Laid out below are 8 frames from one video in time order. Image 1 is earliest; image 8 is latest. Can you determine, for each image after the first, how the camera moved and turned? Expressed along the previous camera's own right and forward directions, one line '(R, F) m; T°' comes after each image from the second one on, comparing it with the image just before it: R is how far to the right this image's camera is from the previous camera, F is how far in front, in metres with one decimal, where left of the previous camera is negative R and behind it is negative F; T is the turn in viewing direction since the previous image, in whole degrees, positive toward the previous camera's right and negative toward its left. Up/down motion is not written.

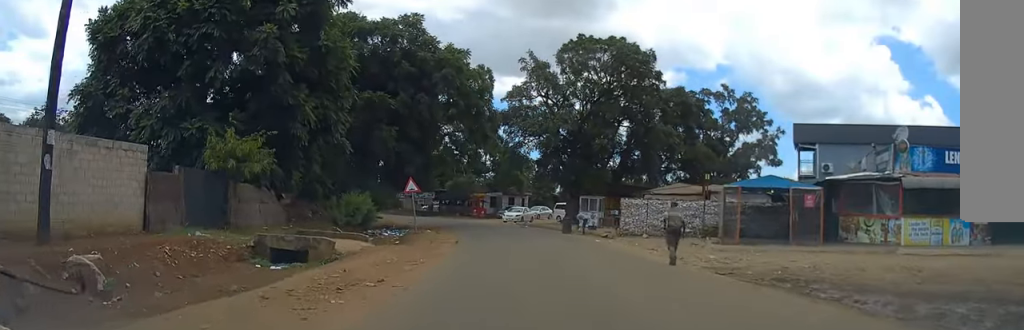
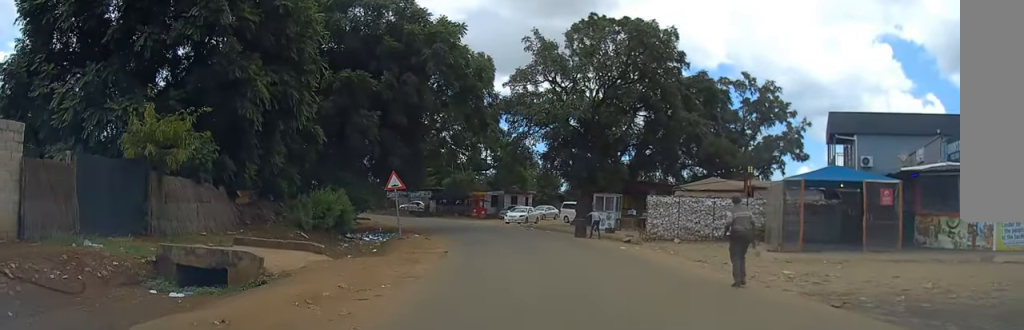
(0.0, +5.8) m; 0°
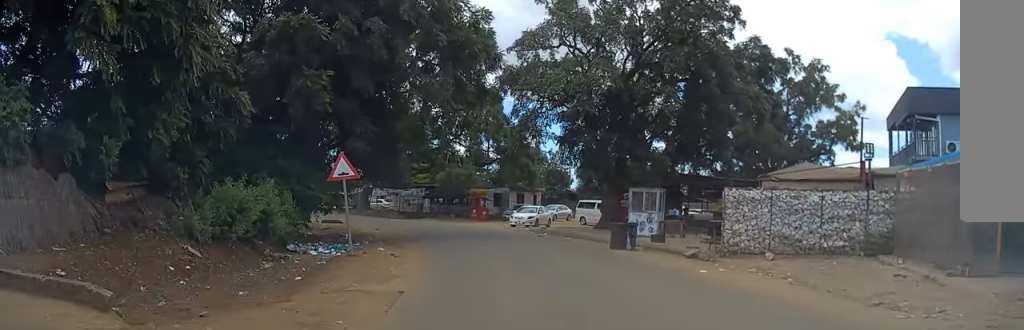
(0.0, +9.6) m; -1°
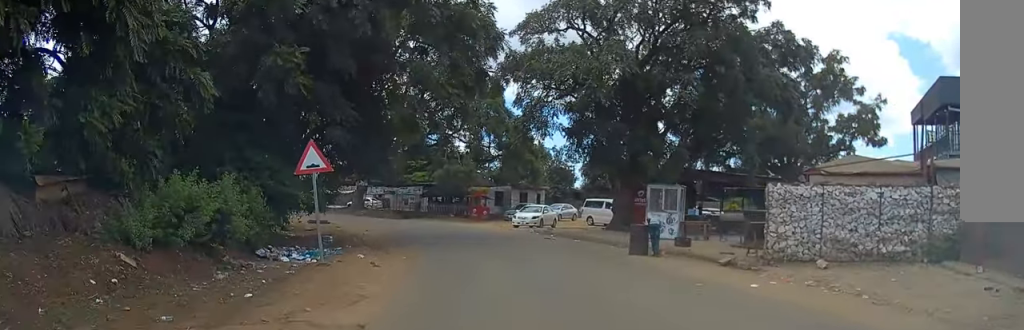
(0.0, +3.1) m; -1°
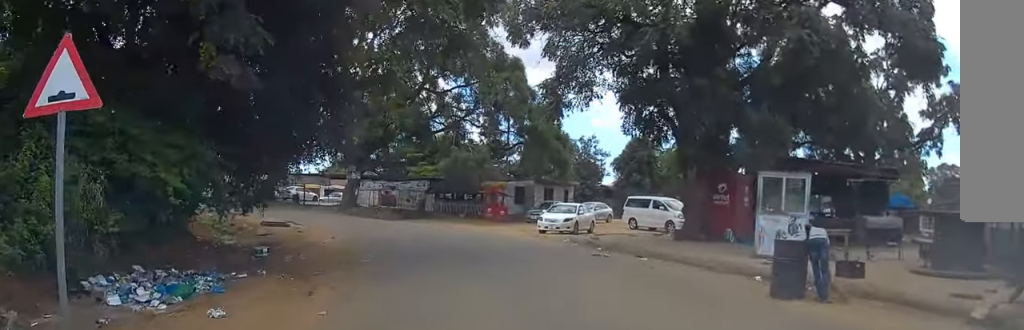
(-0.3, +9.6) m; -1°
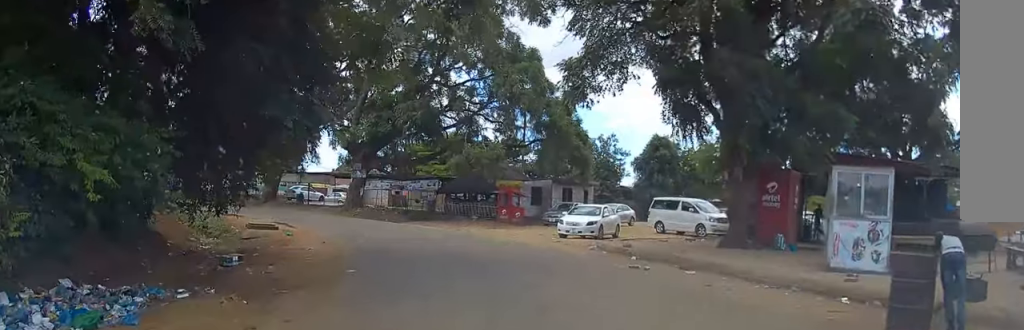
(0.0, +3.1) m; 0°
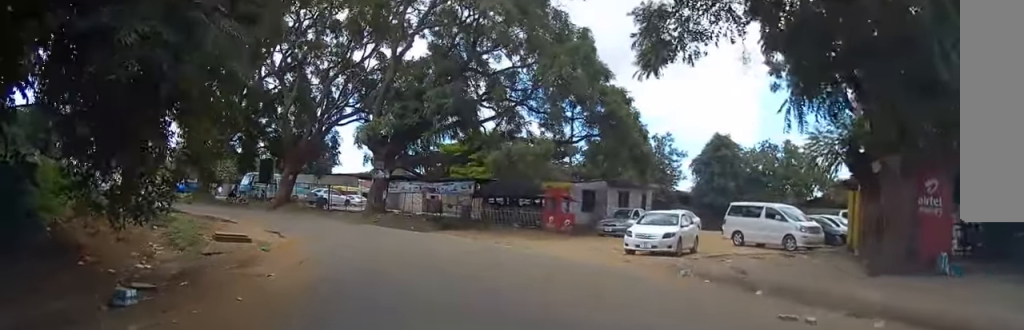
(0.0, +6.1) m; -3°
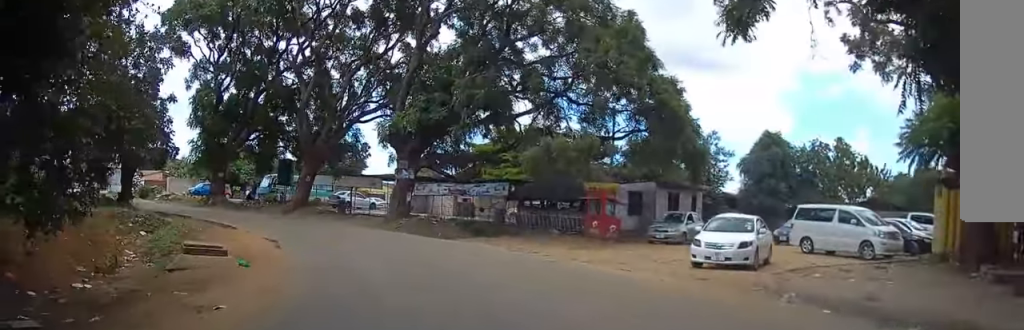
(-0.1, +3.6) m; -4°
